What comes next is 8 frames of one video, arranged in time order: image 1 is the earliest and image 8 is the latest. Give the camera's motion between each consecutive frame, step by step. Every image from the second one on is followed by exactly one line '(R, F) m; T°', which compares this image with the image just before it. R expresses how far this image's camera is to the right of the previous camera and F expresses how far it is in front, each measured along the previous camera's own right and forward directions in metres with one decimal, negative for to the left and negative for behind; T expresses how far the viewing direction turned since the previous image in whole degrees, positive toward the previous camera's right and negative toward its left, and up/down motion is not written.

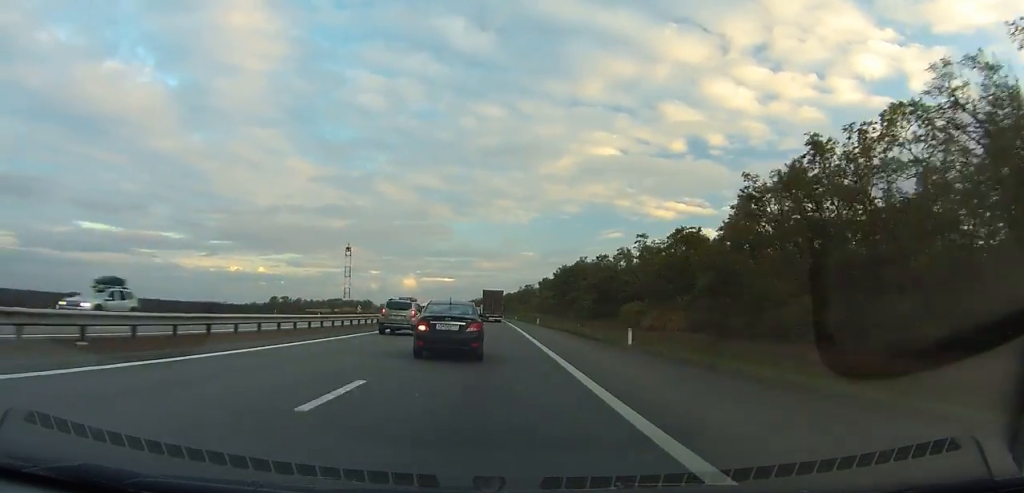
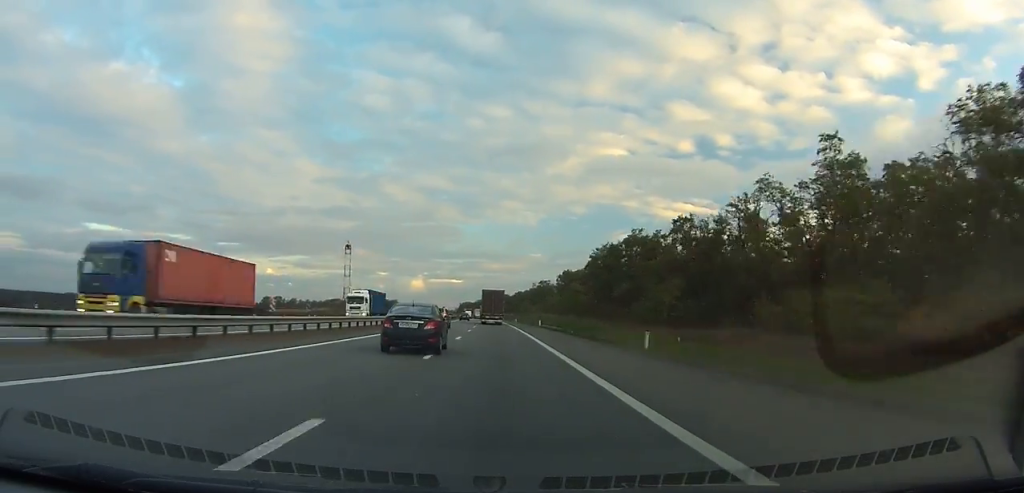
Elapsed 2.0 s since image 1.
(-0.5, +54.7) m; -1°
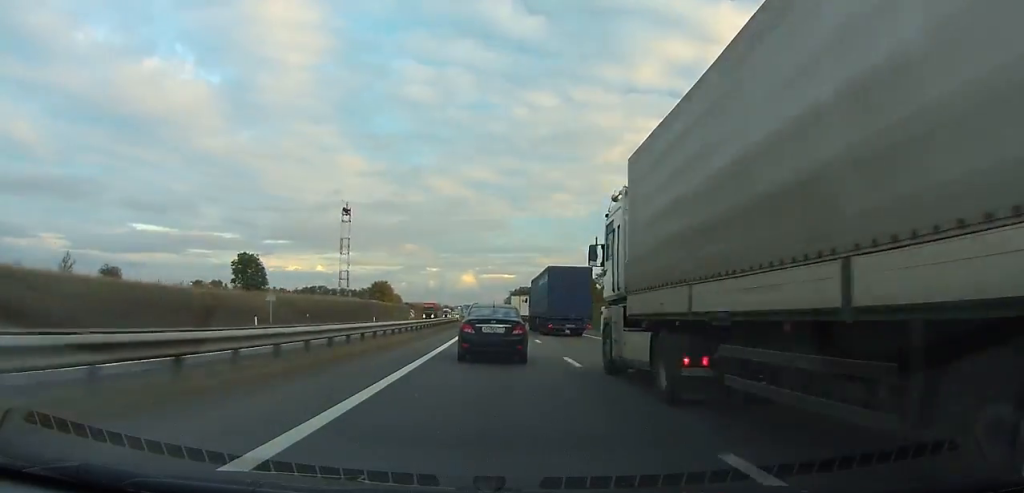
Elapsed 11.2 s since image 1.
(-14.8, +281.2) m; -5°
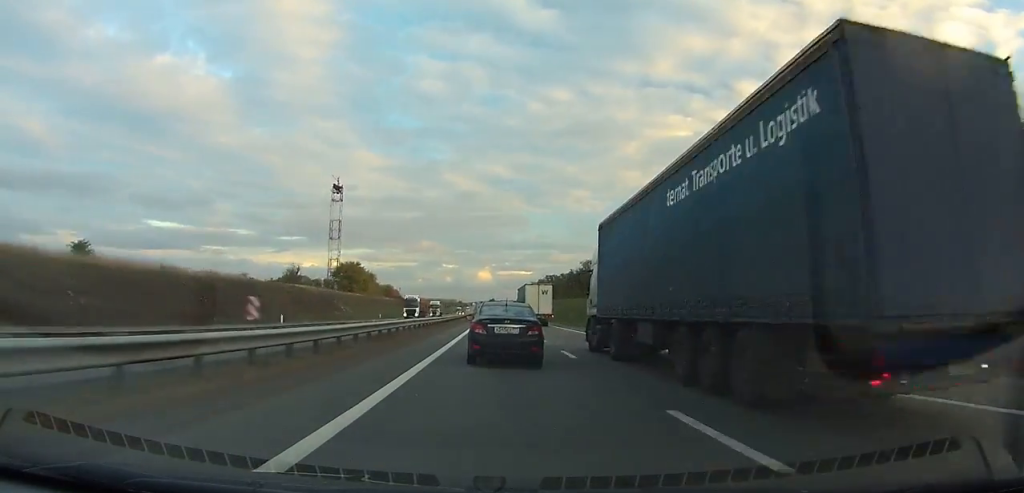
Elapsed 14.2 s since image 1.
(-0.9, +95.0) m; -1°
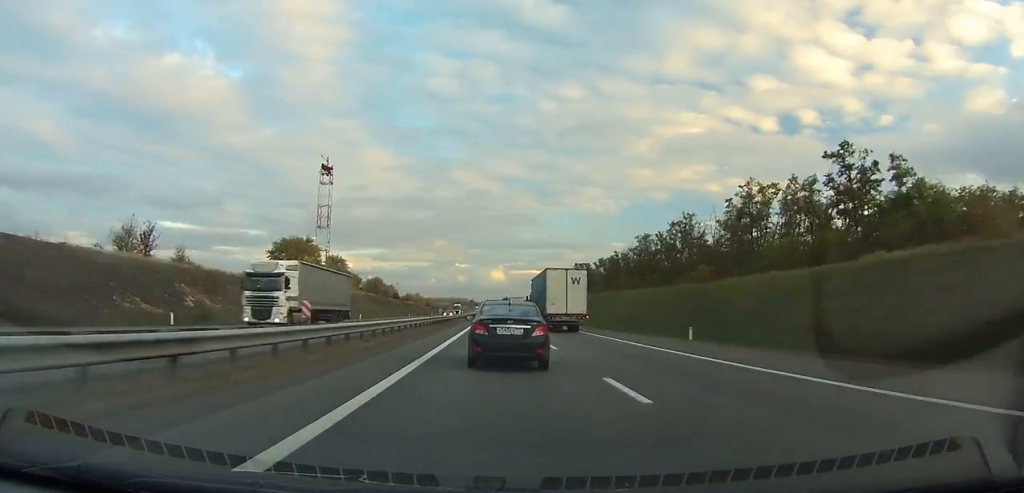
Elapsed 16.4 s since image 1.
(-0.6, +68.6) m; -1°
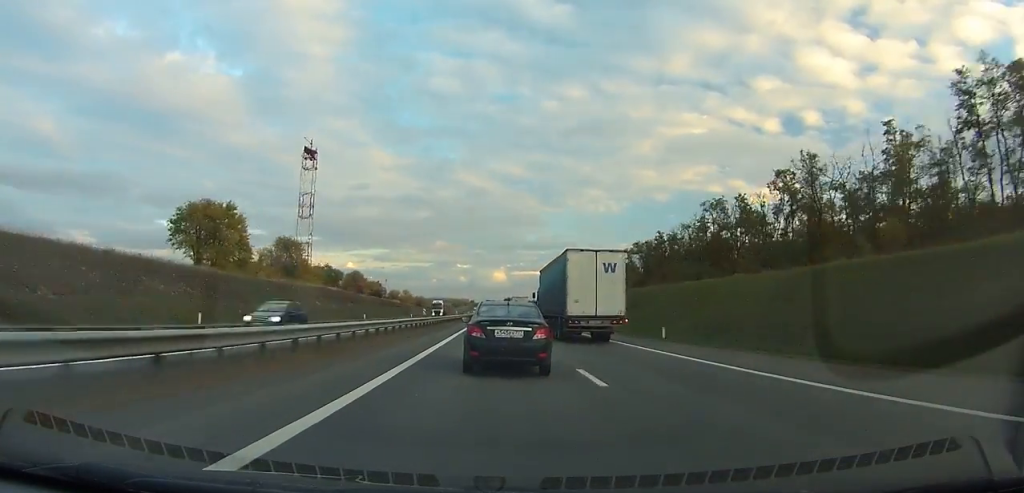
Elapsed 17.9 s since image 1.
(-0.6, +45.2) m; 0°
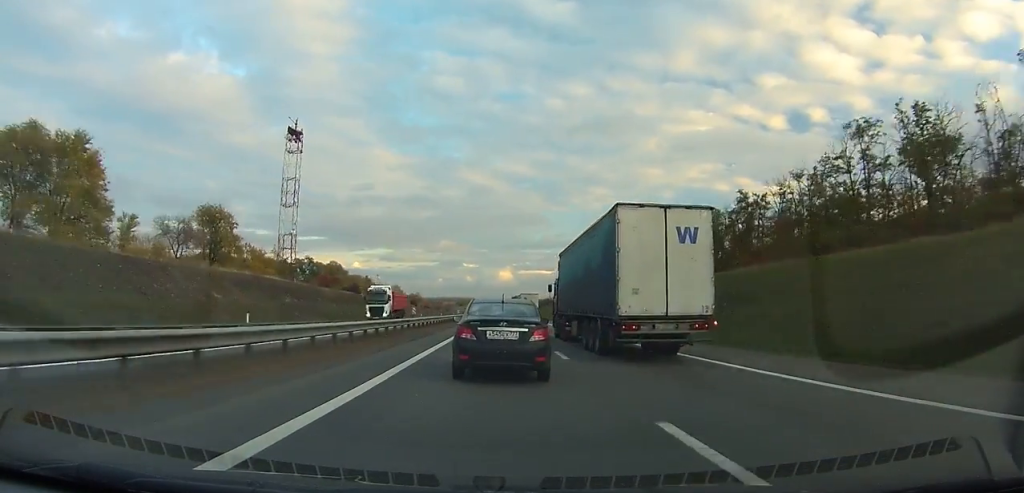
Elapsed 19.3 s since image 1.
(-0.2, +42.2) m; 0°
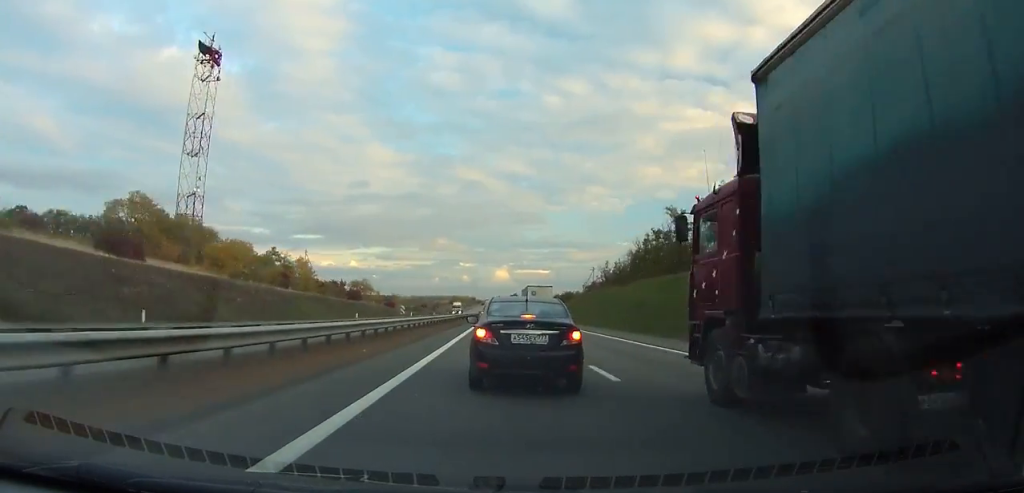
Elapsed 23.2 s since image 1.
(-0.2, +110.2) m; 0°
